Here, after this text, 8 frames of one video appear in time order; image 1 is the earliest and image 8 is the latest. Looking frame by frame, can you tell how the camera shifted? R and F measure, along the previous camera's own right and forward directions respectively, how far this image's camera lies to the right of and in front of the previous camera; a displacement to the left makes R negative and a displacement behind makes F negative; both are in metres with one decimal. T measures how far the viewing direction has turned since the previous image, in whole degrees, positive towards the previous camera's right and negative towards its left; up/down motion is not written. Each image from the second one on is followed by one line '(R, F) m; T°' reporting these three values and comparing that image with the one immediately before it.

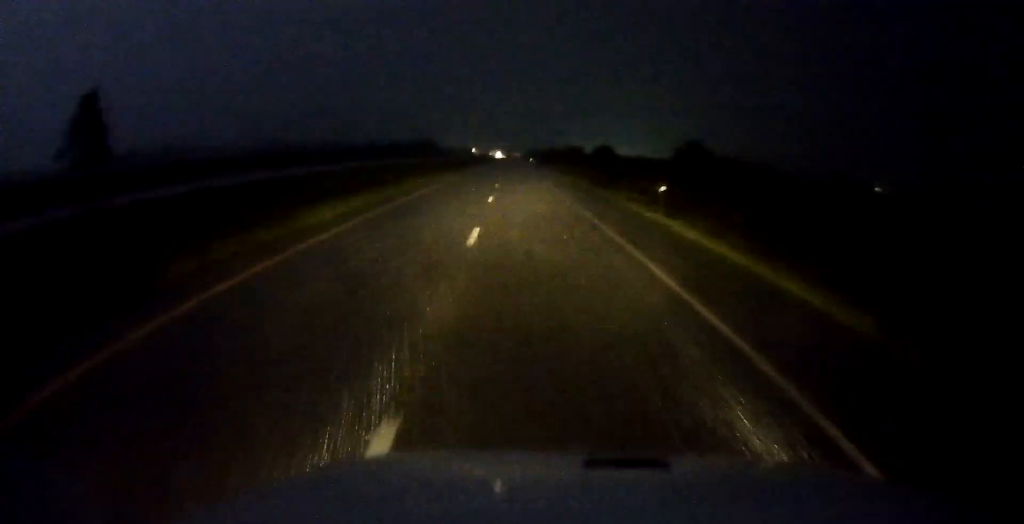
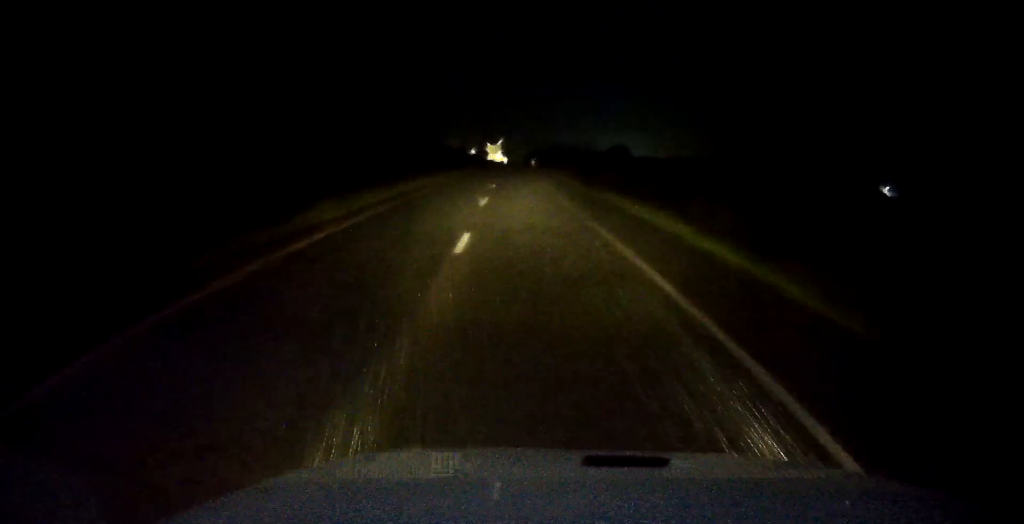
(+0.1, +25.6) m; 0°
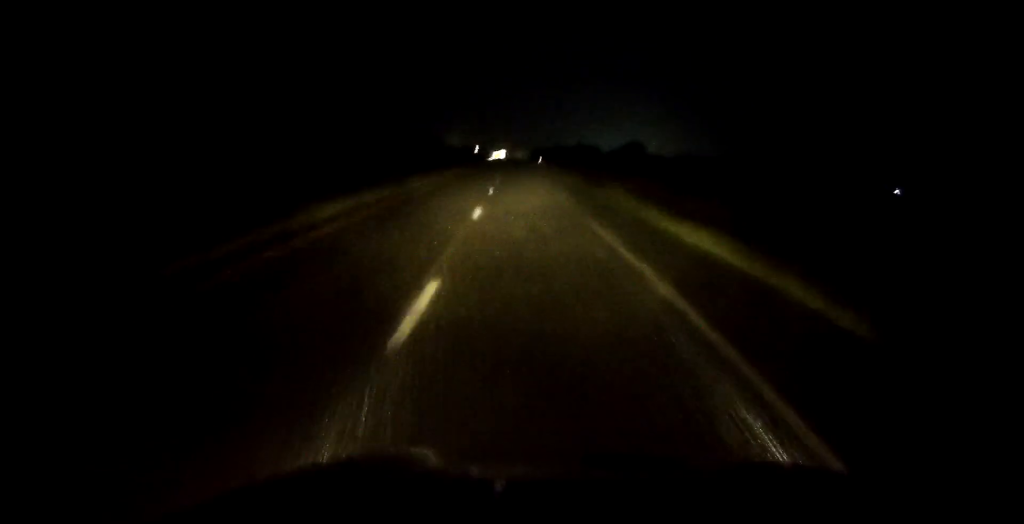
(+0.1, +18.3) m; 0°
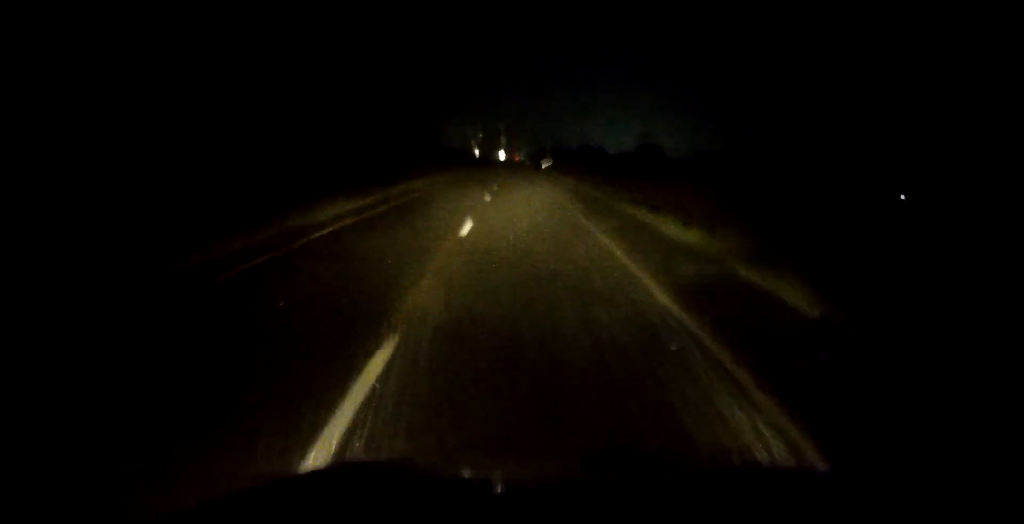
(-0.1, +15.2) m; 0°
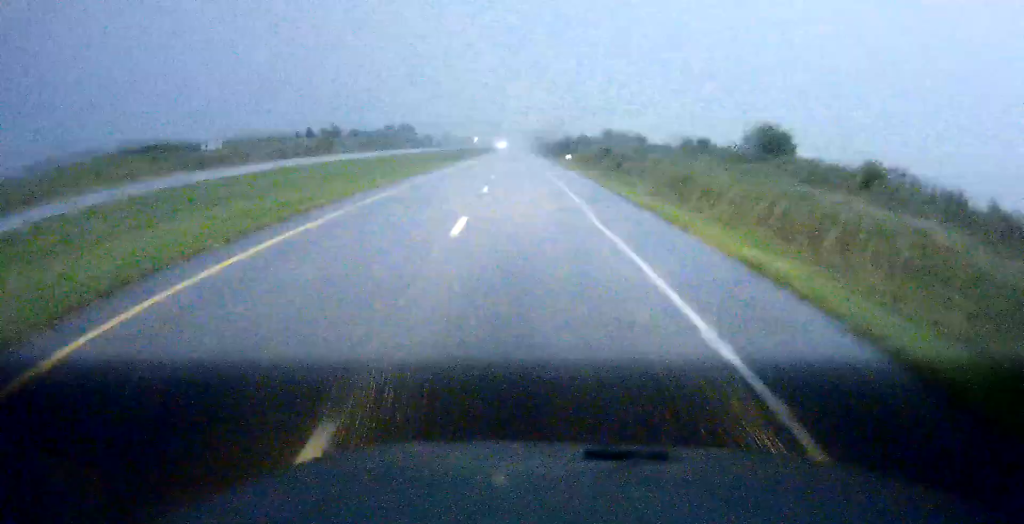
(-0.5, +63.6) m; 0°
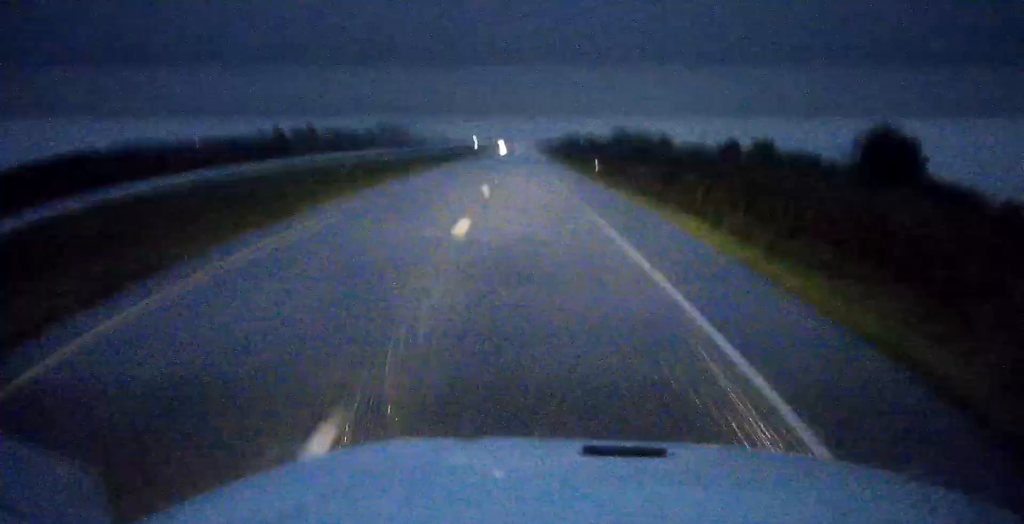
(+0.1, +24.2) m; 0°
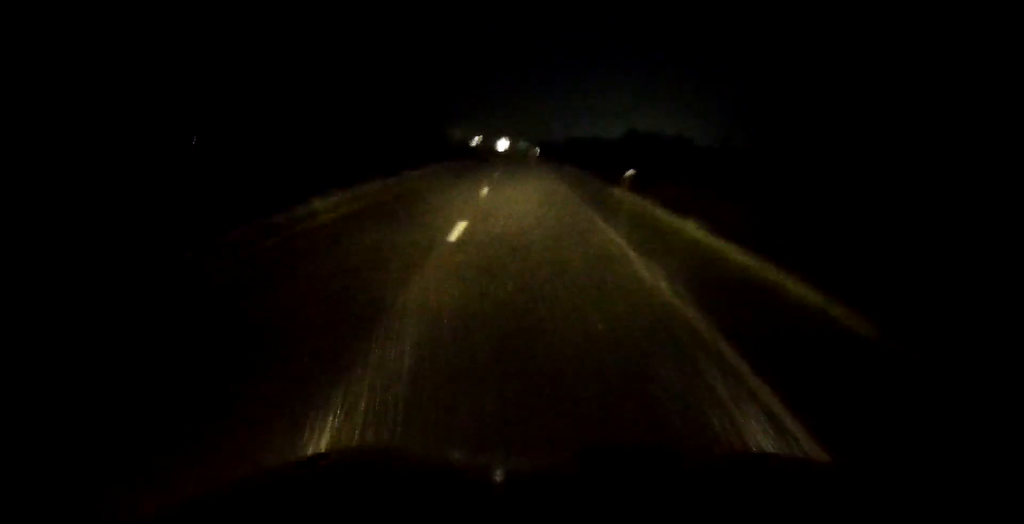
(0.0, +13.1) m; 0°
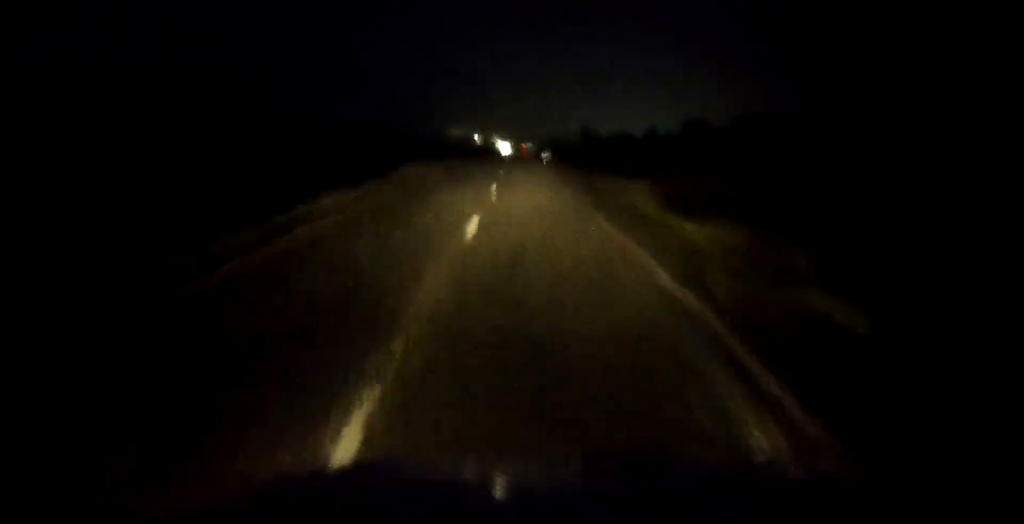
(+0.1, +59.8) m; 0°
